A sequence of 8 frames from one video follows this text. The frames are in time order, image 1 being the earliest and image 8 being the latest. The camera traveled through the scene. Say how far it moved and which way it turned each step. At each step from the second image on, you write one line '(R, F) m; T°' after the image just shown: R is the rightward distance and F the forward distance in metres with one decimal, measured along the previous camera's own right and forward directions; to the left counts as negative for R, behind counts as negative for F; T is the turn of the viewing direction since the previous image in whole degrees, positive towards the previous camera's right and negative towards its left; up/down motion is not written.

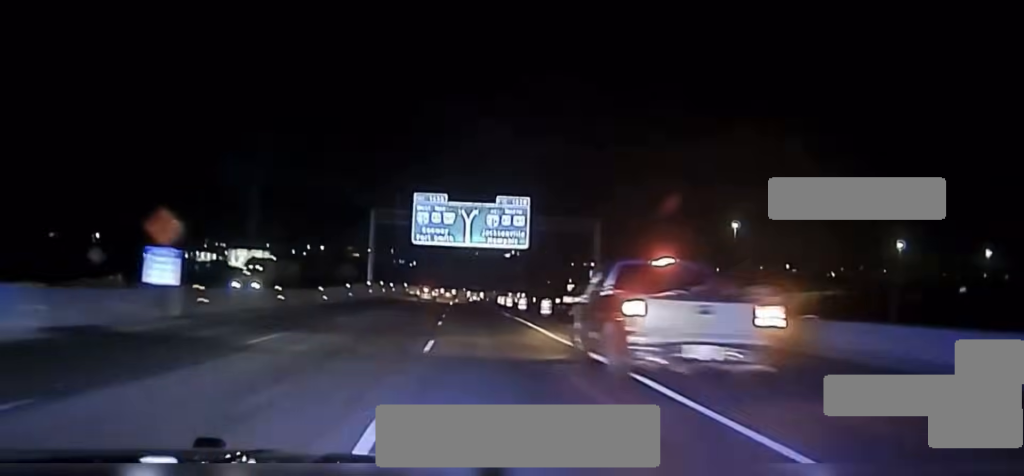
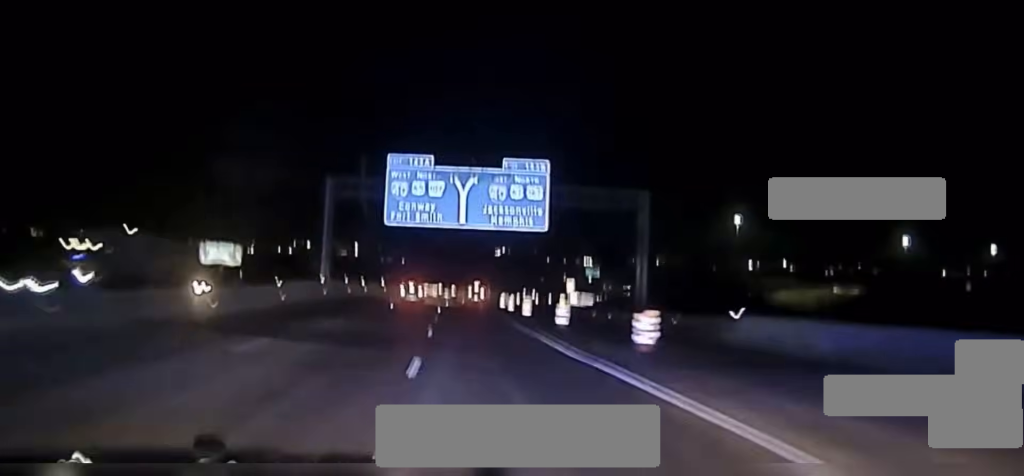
(-0.1, +25.8) m; +1°
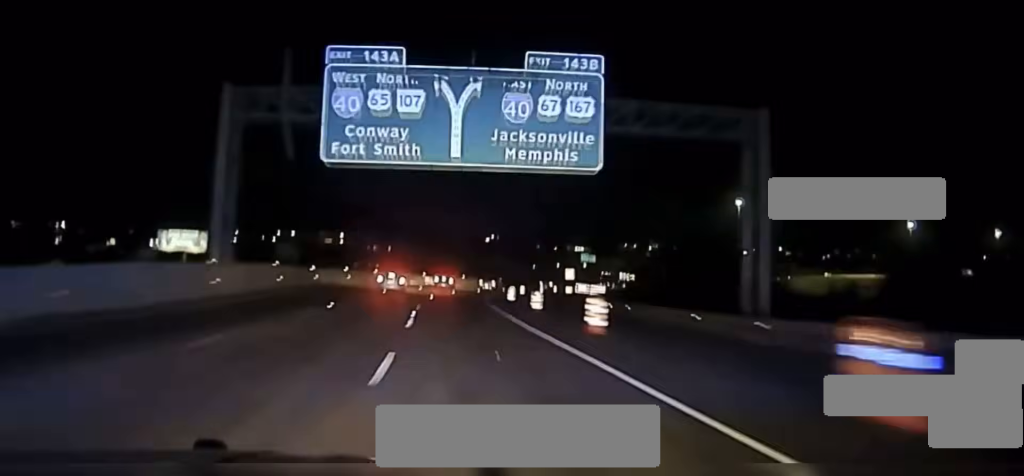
(+0.2, +25.0) m; +1°
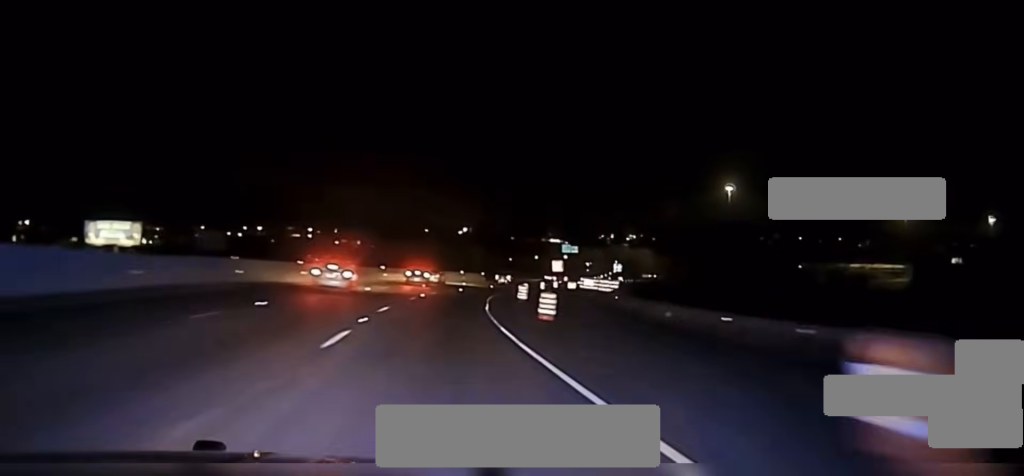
(+0.4, +32.6) m; +3°
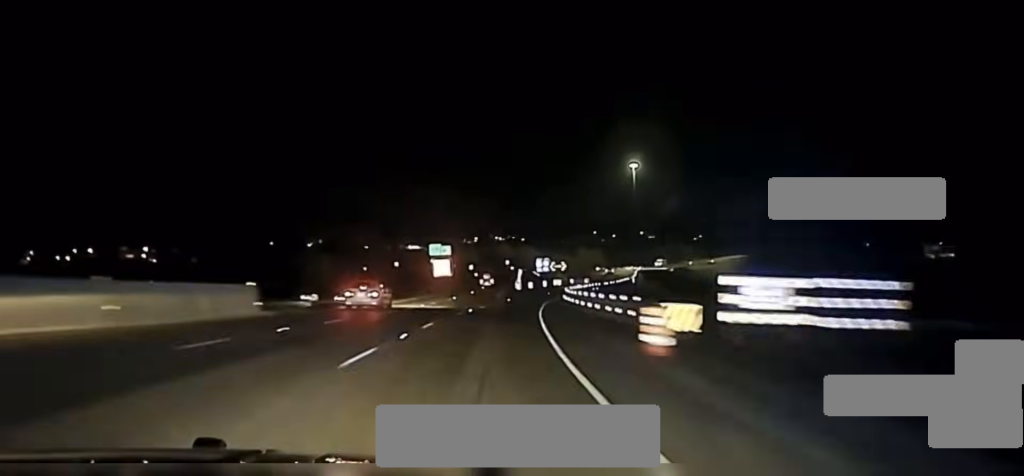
(+8.9, +99.2) m; +9°
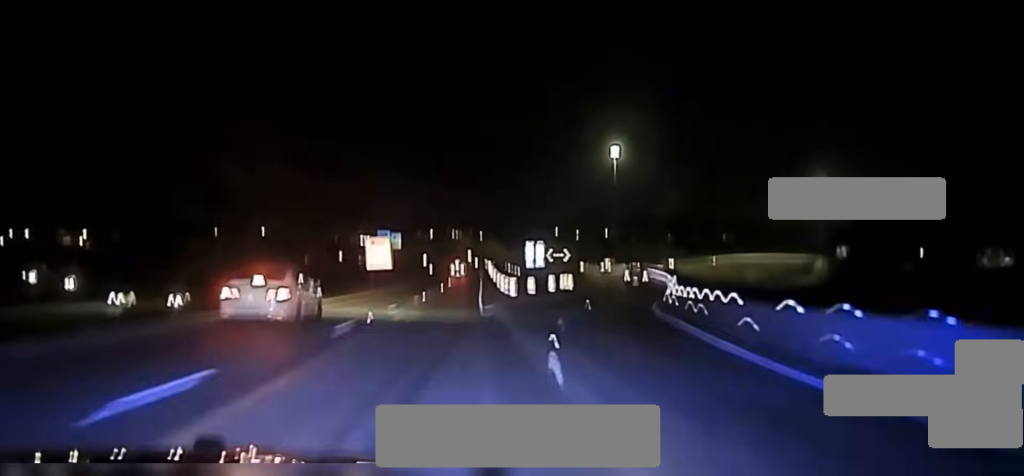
(+1.2, +50.6) m; +2°
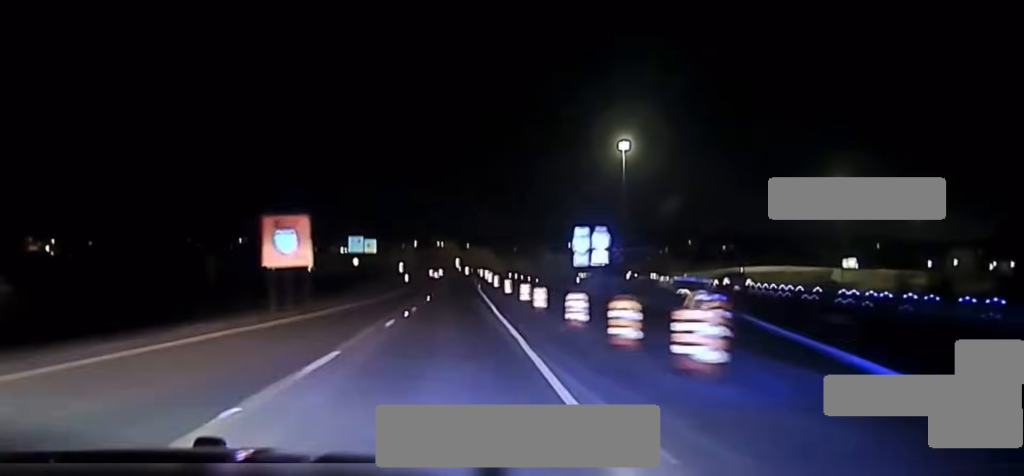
(+0.3, +43.6) m; 0°
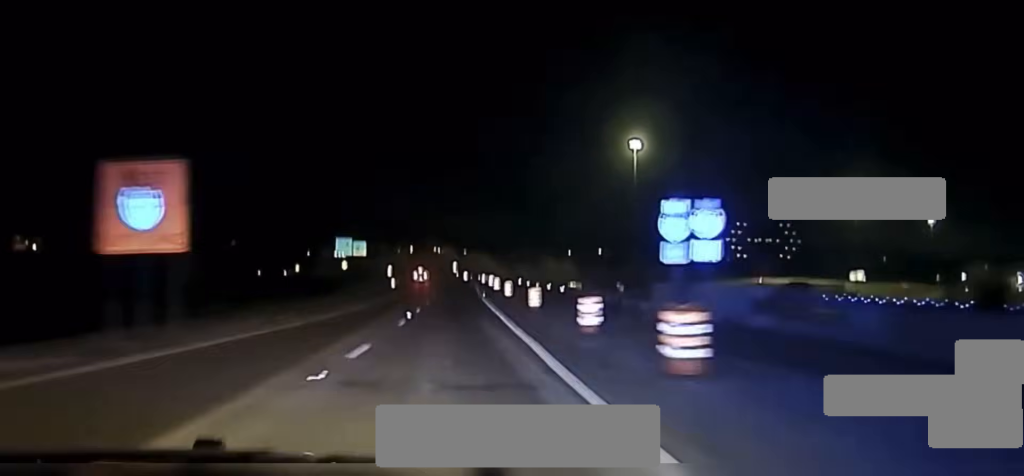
(0.0, +21.8) m; 0°
